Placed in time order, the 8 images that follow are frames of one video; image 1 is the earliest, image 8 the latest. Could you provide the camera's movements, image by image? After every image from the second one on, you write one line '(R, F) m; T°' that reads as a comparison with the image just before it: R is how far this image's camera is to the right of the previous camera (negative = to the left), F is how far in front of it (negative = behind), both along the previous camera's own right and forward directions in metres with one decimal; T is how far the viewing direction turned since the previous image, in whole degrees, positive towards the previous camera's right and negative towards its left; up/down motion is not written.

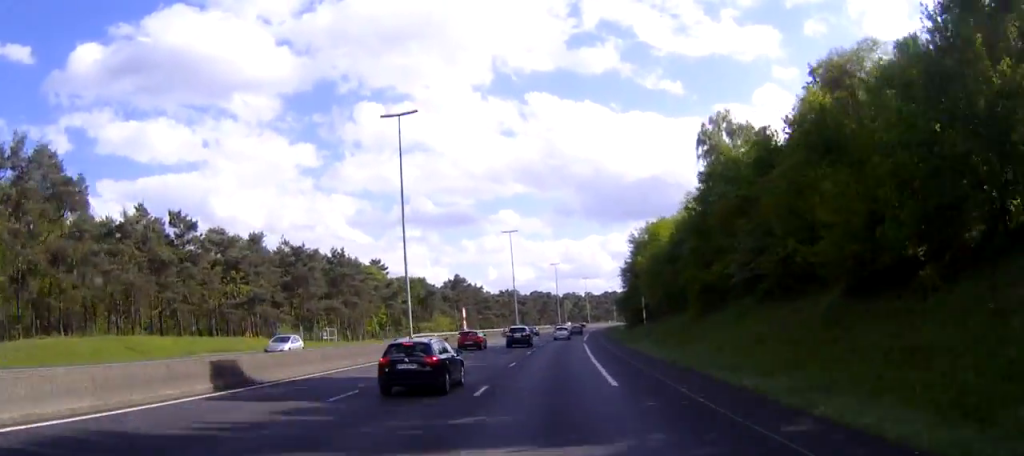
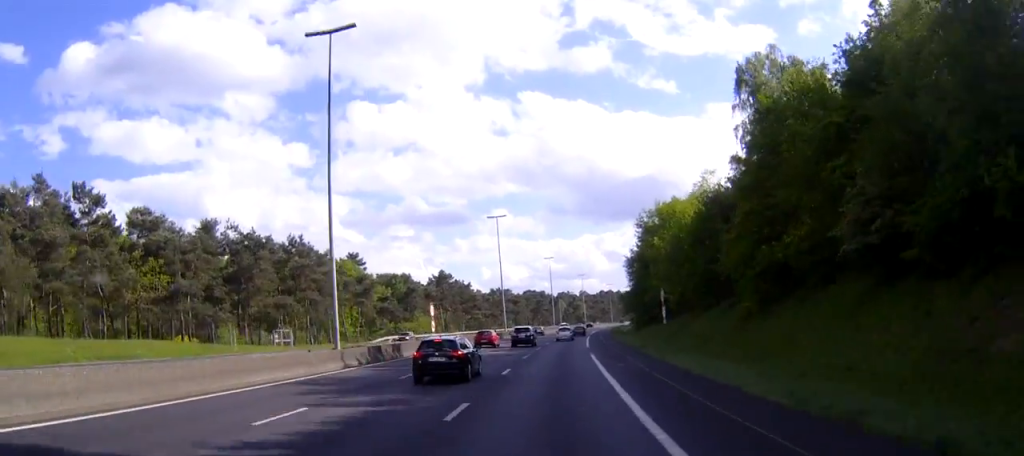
(+0.1, +17.7) m; +1°
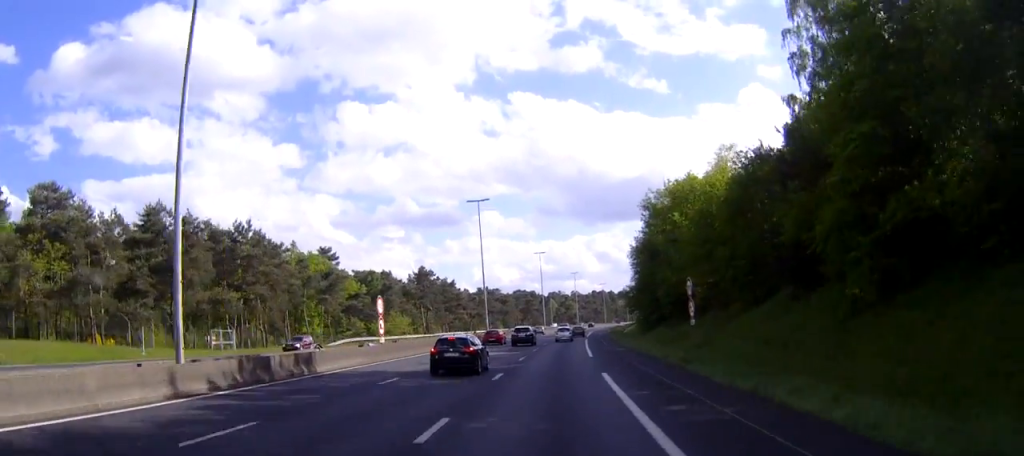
(+0.1, +15.8) m; 0°
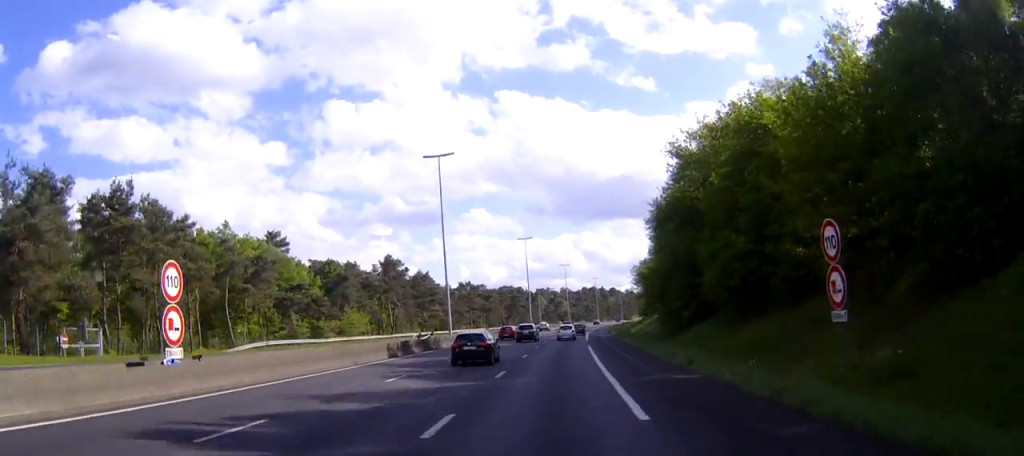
(+0.2, +25.4) m; +1°
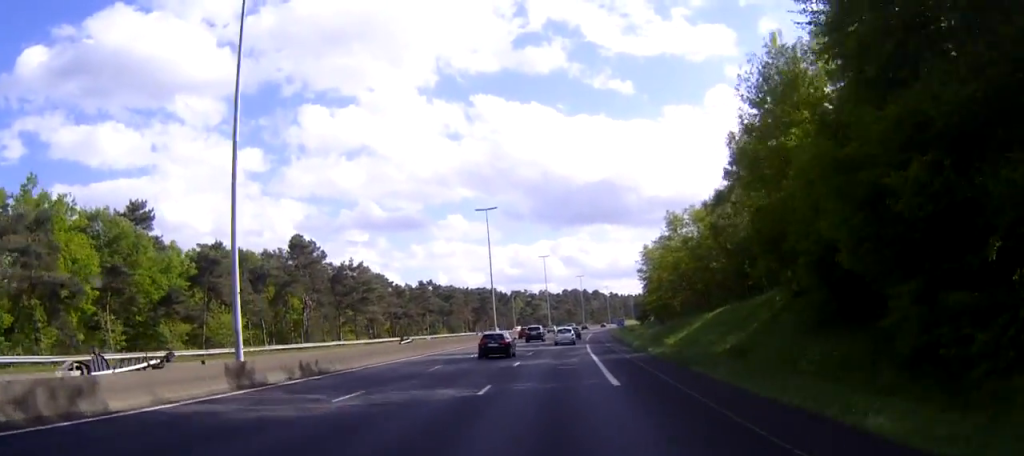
(+0.7, +44.5) m; +2°
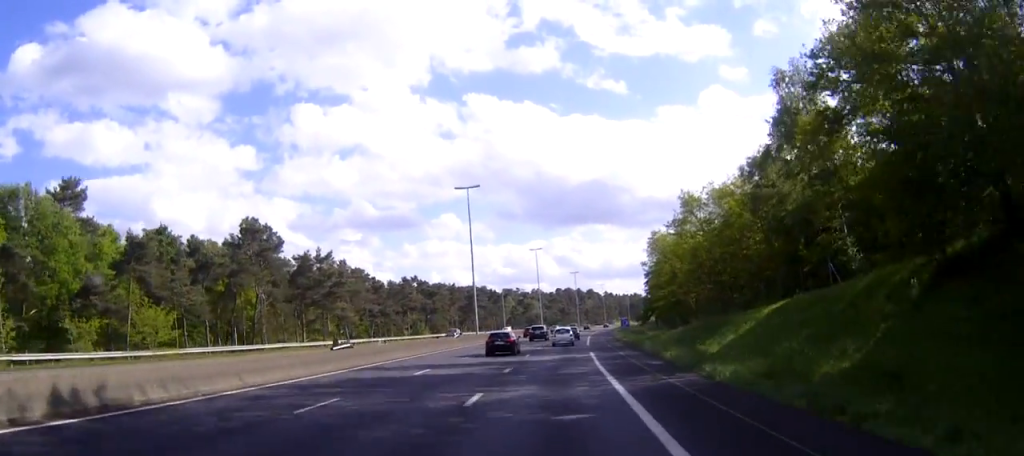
(+0.1, +15.8) m; 0°
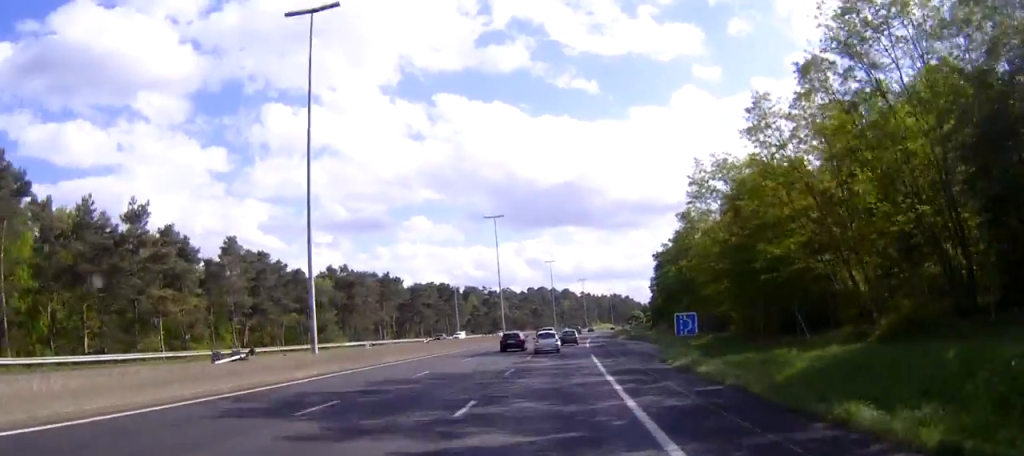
(+0.8, +52.3) m; +2°
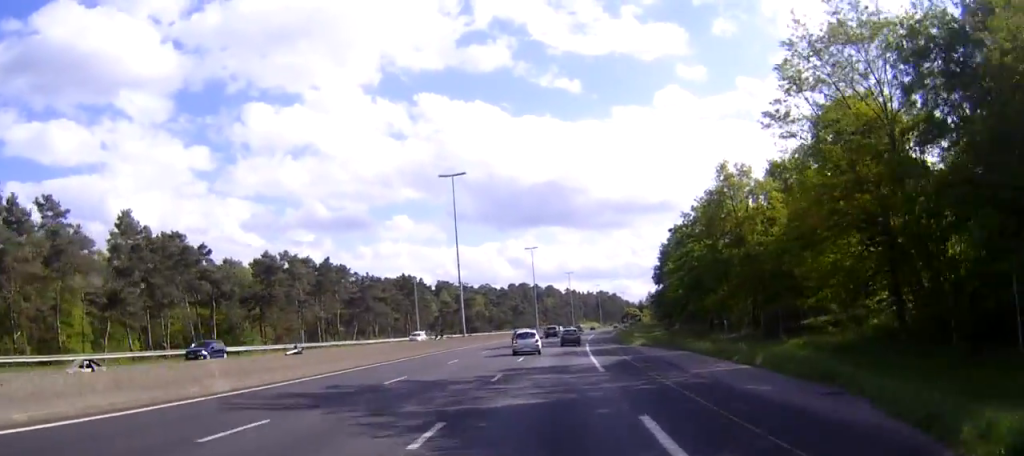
(+0.4, +30.6) m; +1°
